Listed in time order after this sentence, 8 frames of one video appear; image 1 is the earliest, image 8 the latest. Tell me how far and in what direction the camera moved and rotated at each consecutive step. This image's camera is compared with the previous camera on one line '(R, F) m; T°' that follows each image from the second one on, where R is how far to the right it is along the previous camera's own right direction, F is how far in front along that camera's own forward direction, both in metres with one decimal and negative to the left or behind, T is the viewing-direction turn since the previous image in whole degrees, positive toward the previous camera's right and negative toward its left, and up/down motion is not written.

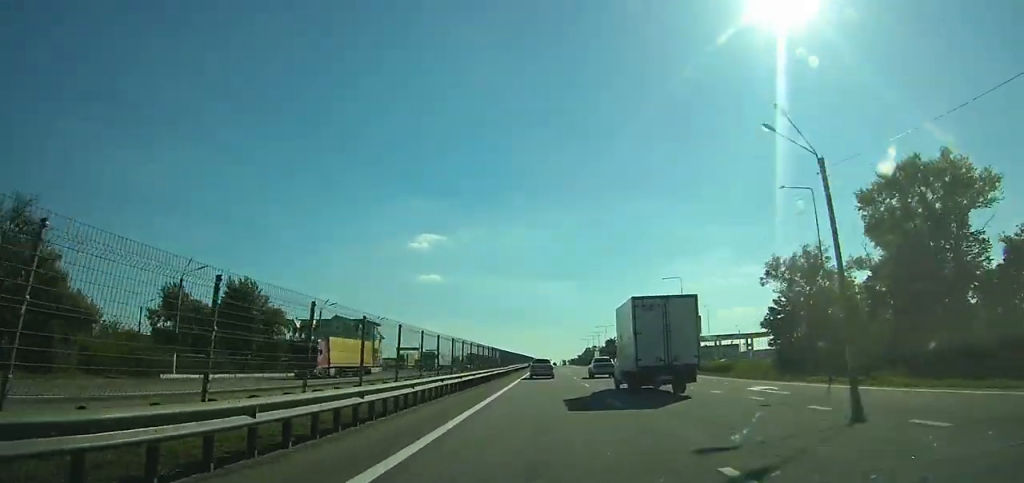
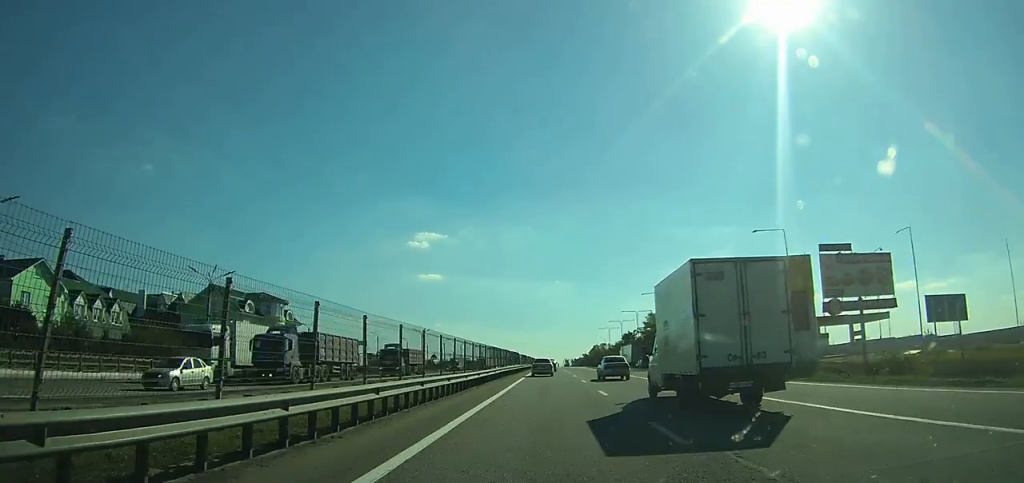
(+0.2, +53.6) m; 0°
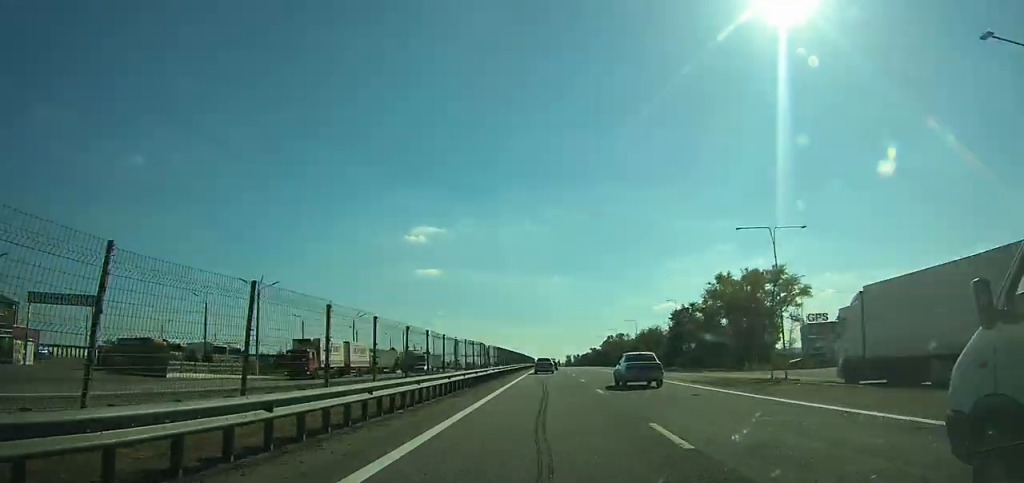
(+0.1, +86.2) m; 0°
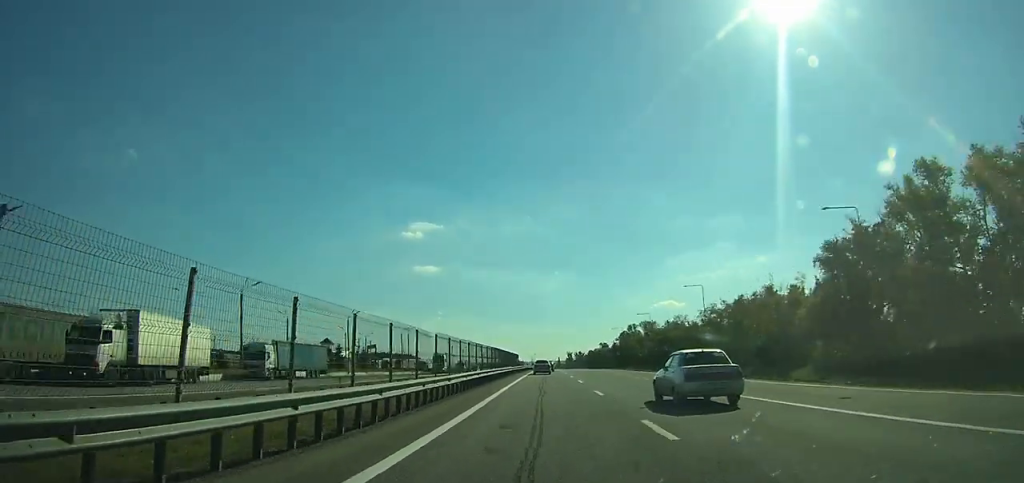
(0.0, +72.8) m; 0°
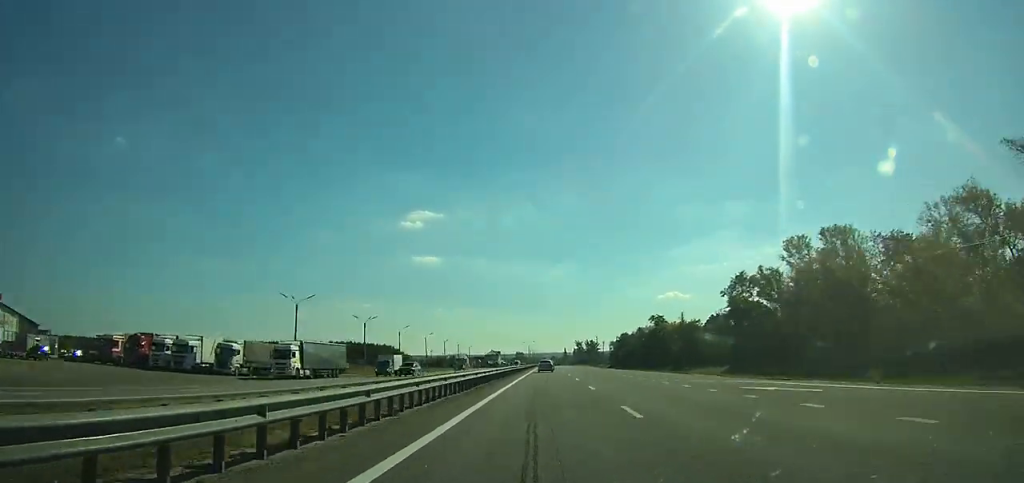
(-0.4, +129.4) m; 0°
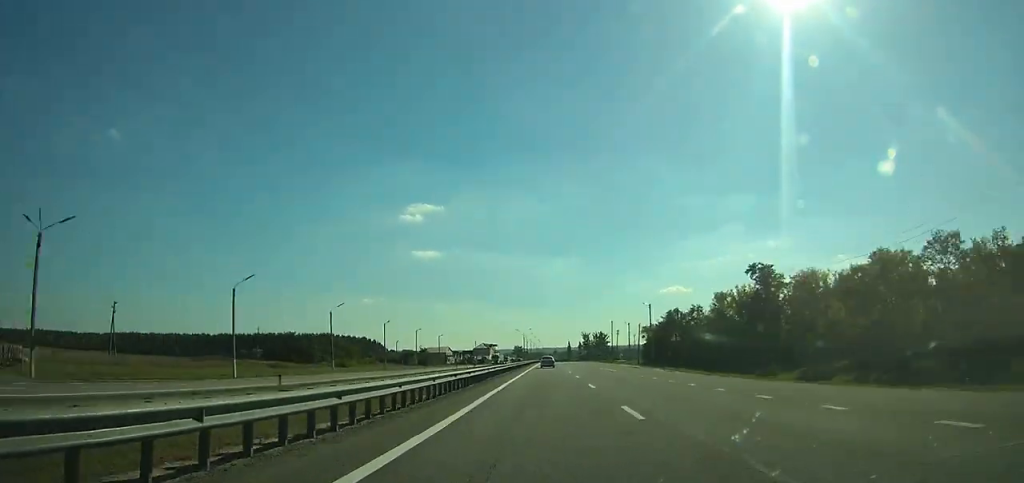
(-0.1, +71.5) m; 0°
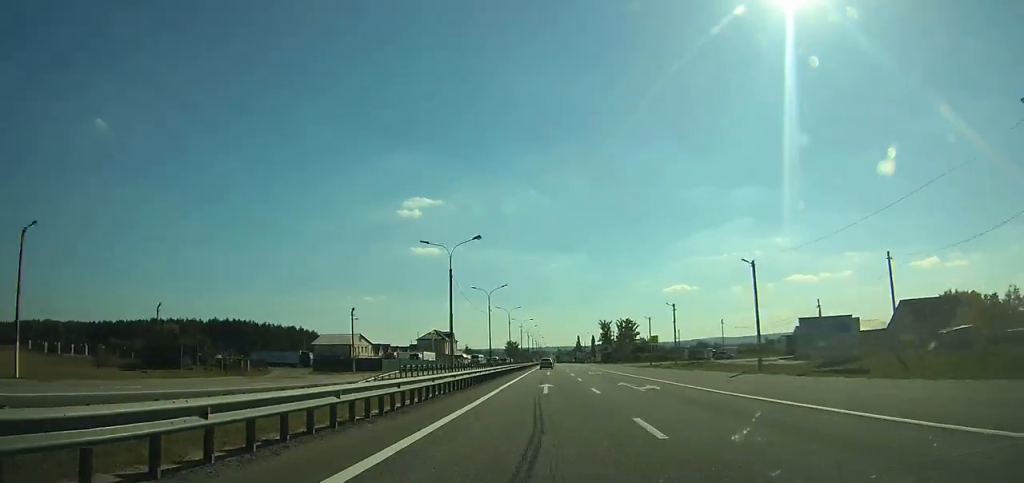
(-0.3, +148.5) m; 0°
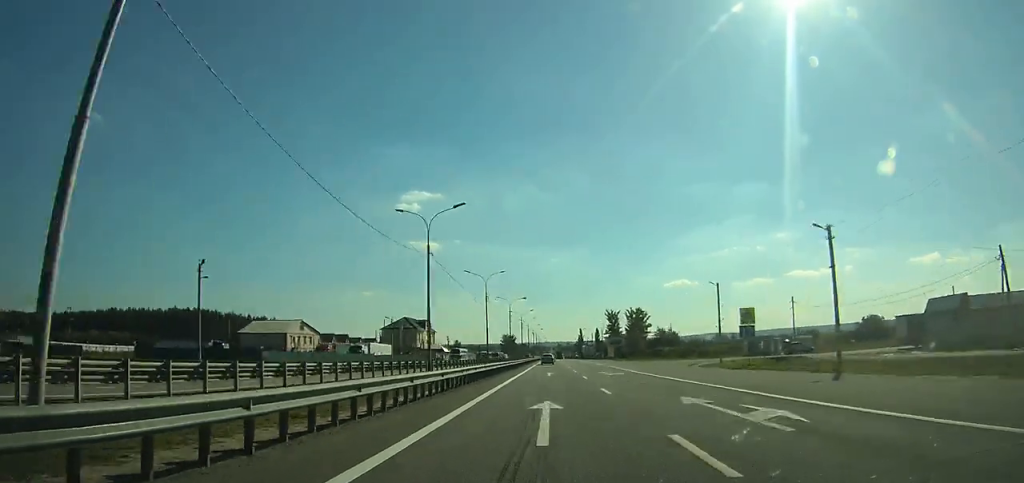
(-0.1, +39.8) m; 0°
